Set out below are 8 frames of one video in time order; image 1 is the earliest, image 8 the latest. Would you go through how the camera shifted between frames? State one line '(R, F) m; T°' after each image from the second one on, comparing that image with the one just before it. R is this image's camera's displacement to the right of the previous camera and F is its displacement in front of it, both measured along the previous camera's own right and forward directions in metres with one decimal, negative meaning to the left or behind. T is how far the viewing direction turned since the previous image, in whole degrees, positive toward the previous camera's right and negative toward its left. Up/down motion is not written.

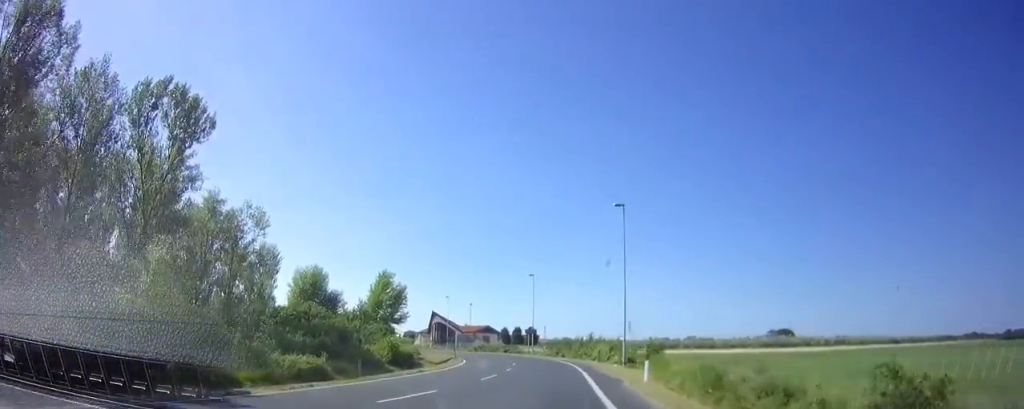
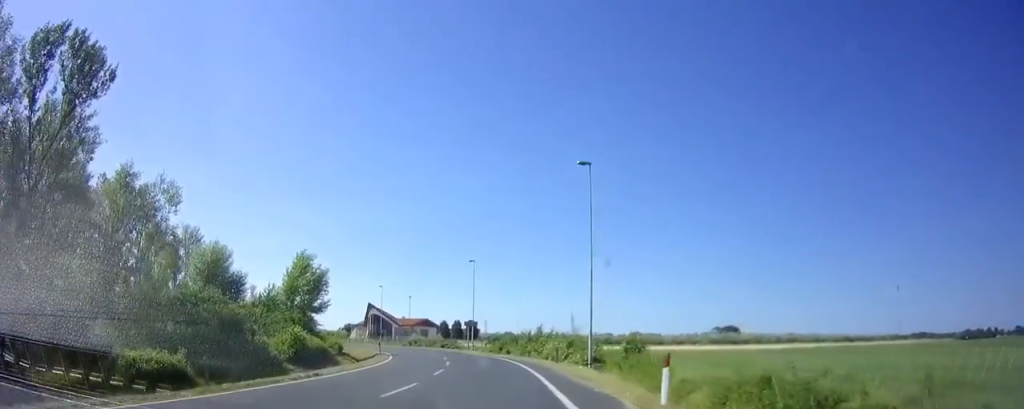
(+0.2, +7.9) m; +1°
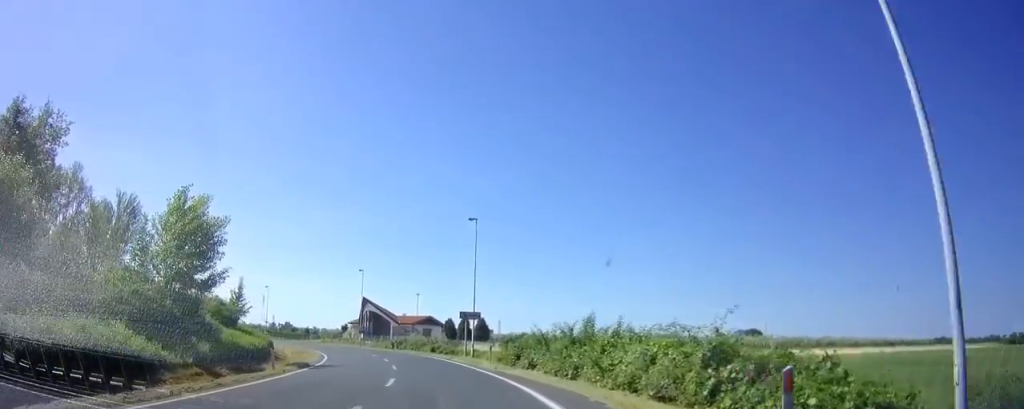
(-0.8, +21.8) m; -7°
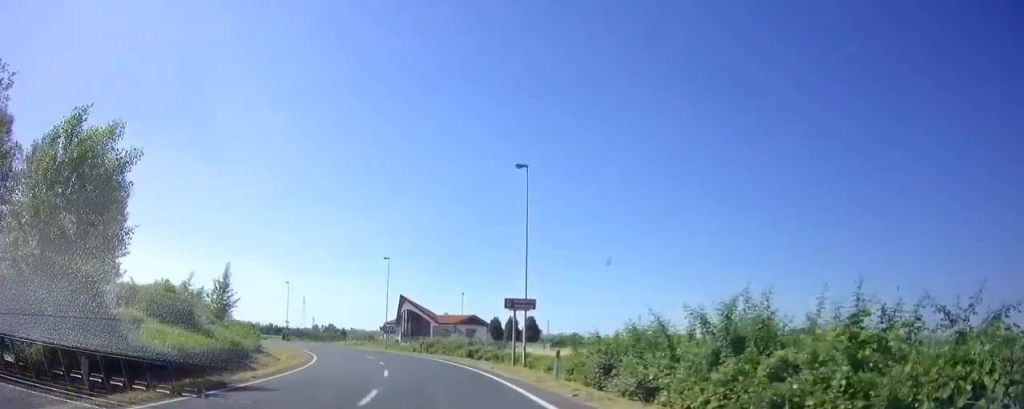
(-0.6, +12.2) m; -7°
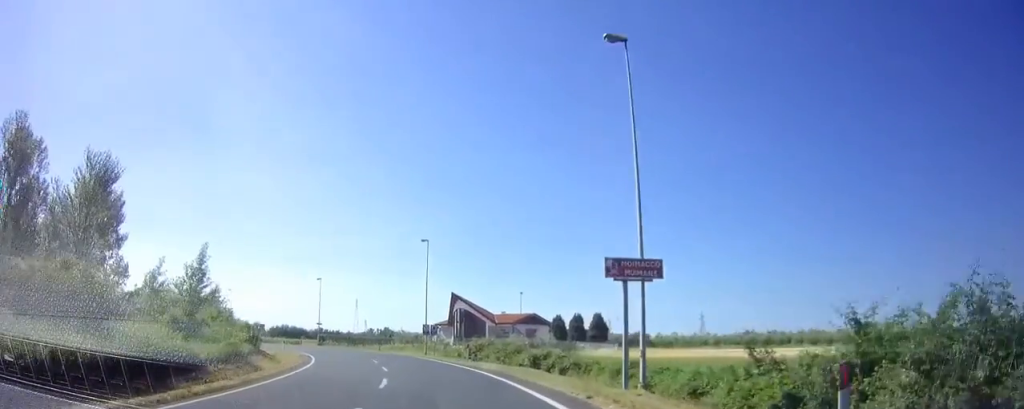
(-0.8, +12.1) m; -7°
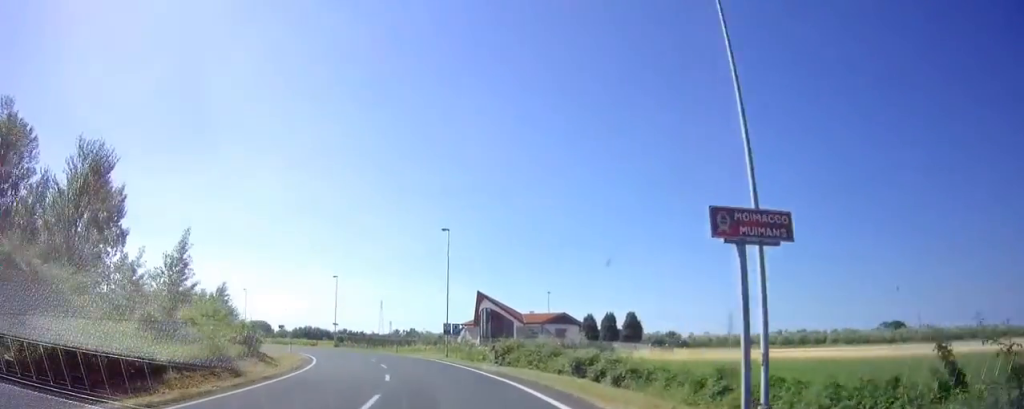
(-0.2, +5.9) m; -3°
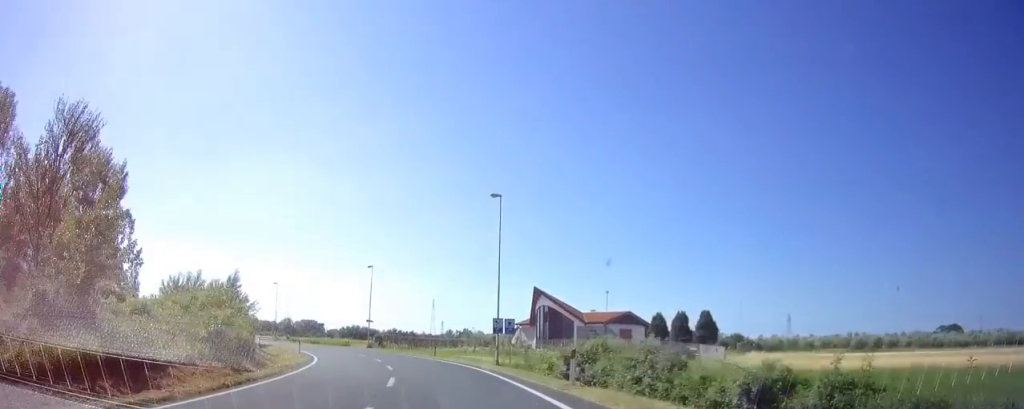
(-0.3, +9.7) m; -6°
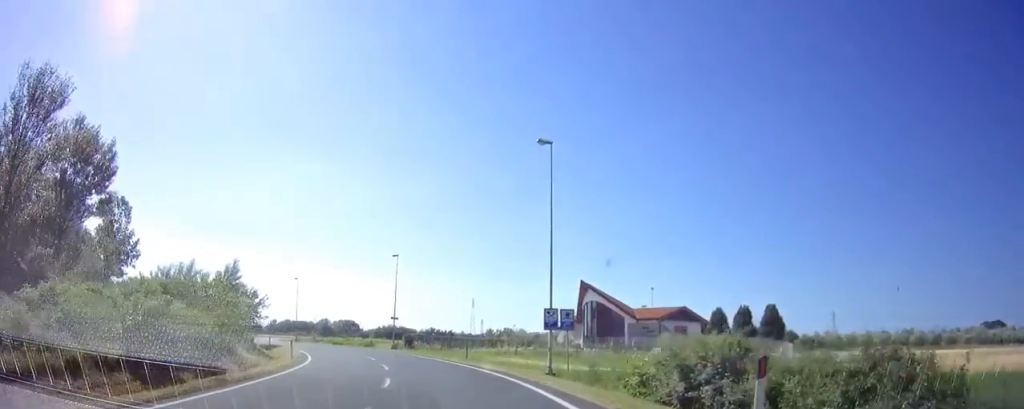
(-0.5, +8.5) m; -5°
